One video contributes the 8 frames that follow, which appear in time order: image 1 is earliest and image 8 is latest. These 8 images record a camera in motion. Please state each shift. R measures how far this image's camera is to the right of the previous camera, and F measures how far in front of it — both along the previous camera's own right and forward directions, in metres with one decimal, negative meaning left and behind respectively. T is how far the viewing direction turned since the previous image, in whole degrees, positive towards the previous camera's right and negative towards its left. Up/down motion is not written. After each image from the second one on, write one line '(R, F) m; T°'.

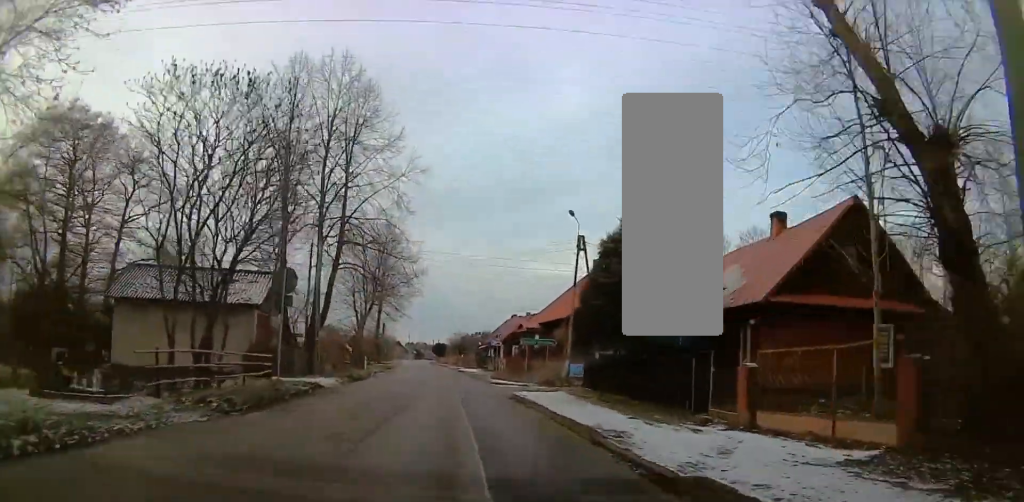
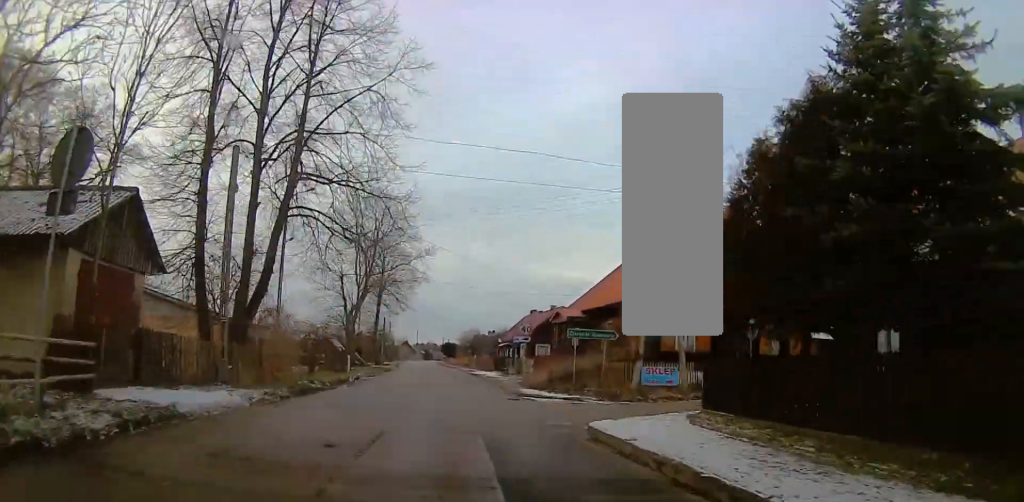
(0.0, +11.1) m; 0°
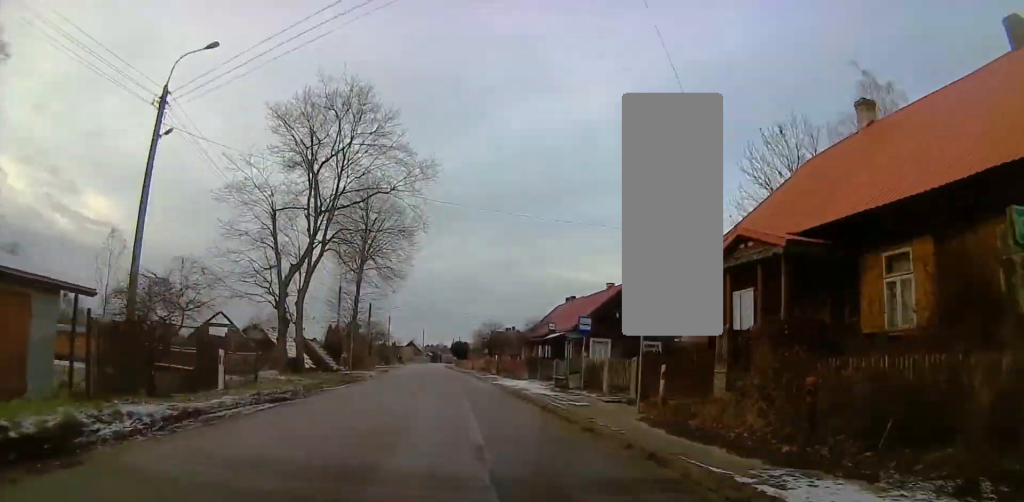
(-0.4, +21.9) m; -2°
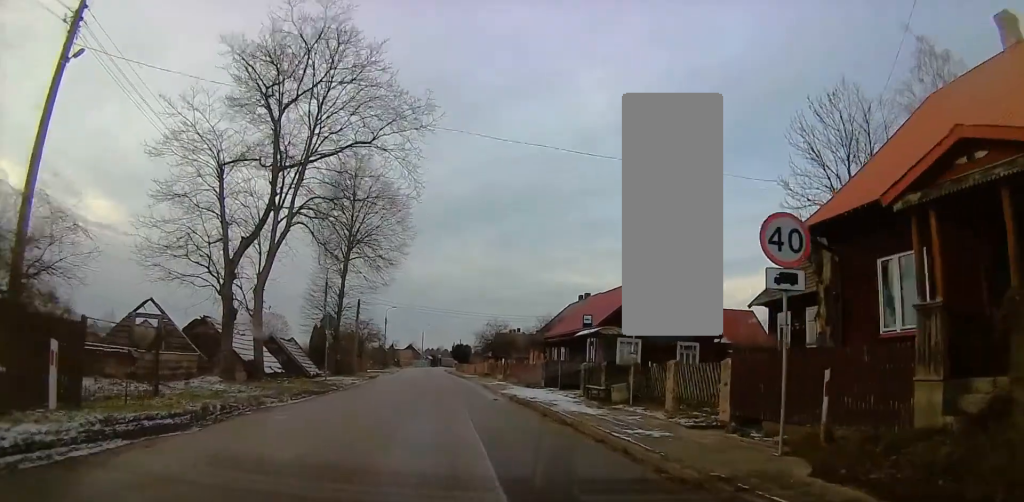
(-0.1, +8.4) m; -1°
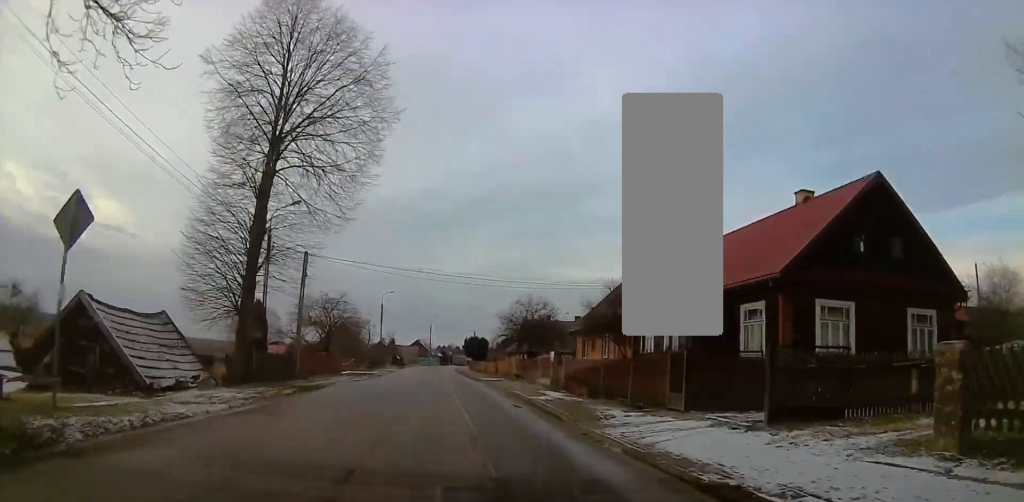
(-0.1, +24.7) m; 0°
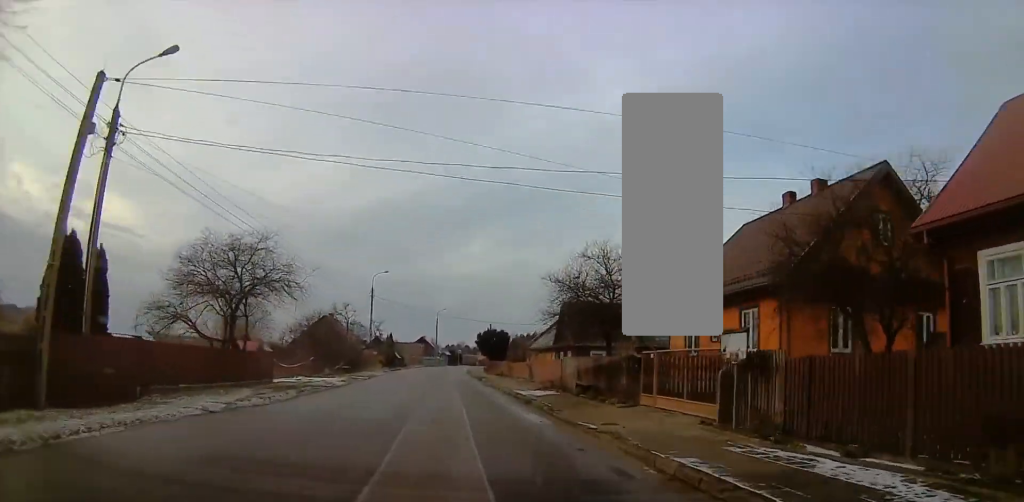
(-0.1, +22.1) m; -1°
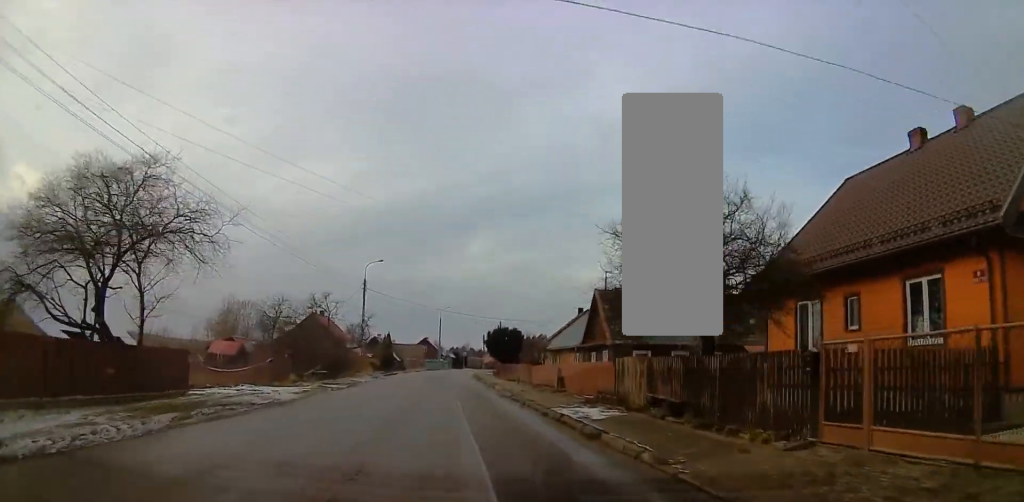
(0.0, +10.1) m; -1°
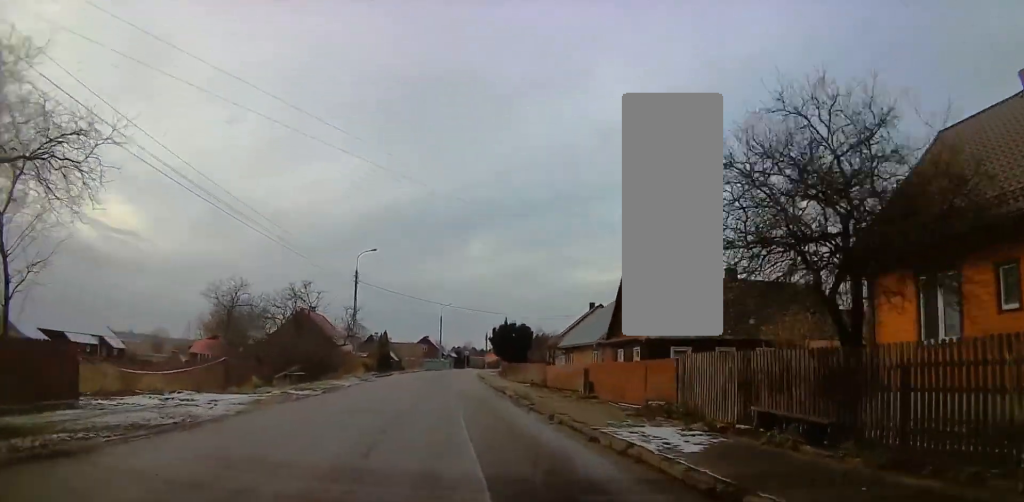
(0.0, +6.1) m; -1°
